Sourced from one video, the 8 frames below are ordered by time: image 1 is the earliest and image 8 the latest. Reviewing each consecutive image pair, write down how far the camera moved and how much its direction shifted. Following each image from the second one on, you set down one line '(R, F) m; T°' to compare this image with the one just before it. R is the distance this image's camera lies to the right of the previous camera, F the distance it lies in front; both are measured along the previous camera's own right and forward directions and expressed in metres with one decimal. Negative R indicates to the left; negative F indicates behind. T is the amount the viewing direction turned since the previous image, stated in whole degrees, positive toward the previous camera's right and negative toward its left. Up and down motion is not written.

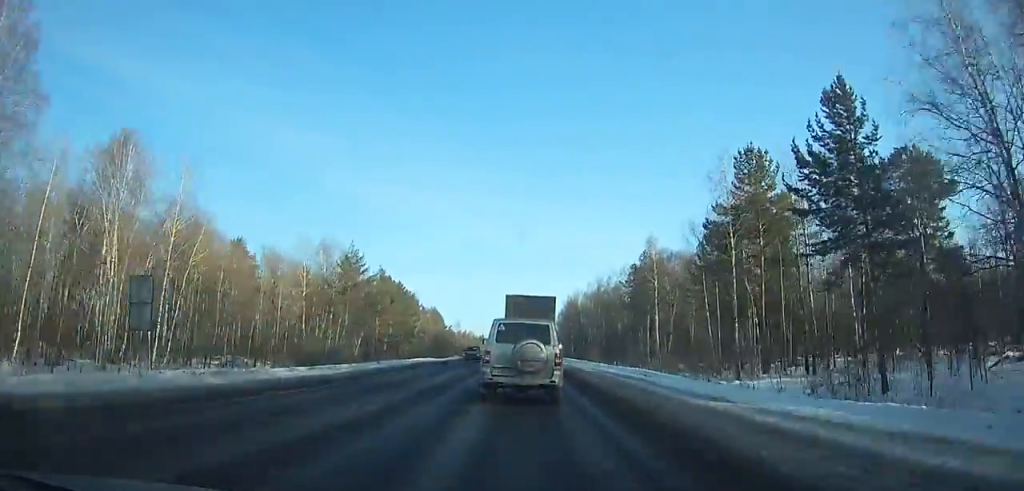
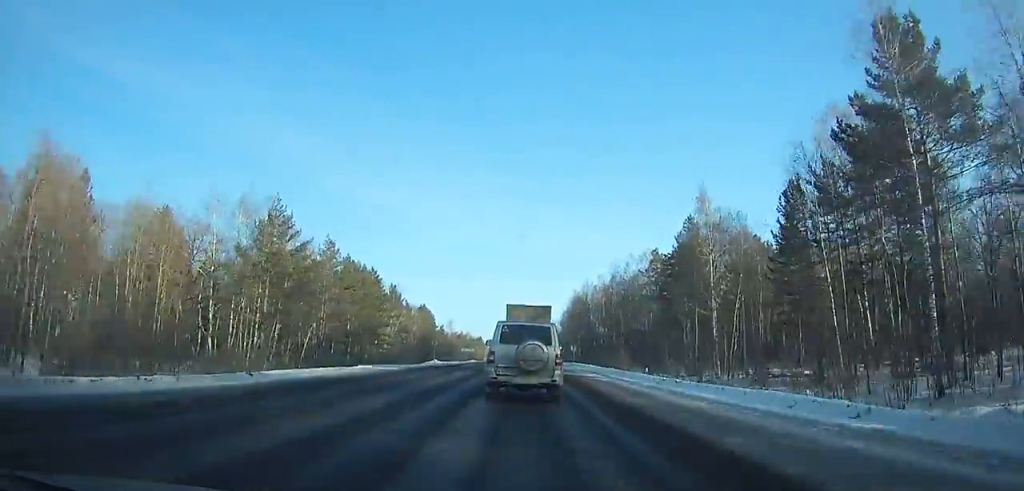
(+0.1, +23.3) m; 0°
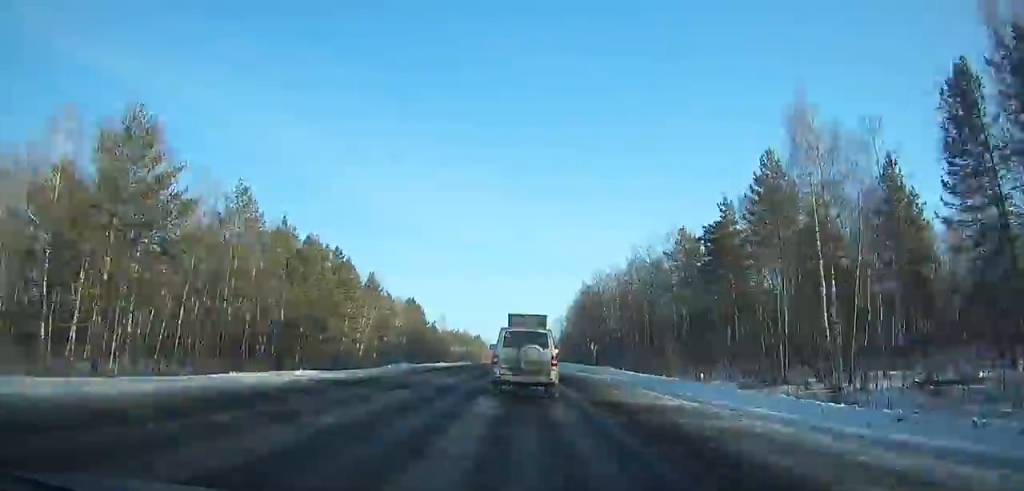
(0.0, +22.0) m; +1°
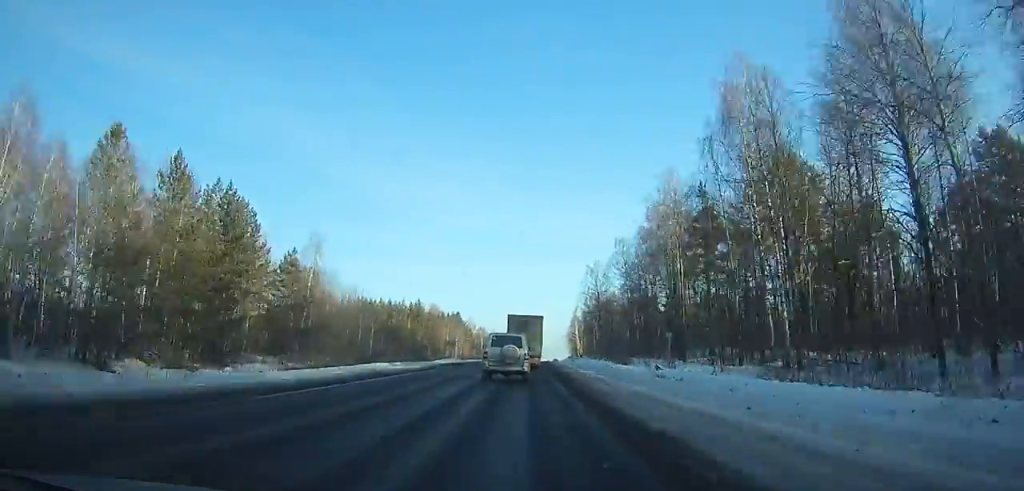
(-1.2, +106.2) m; -2°
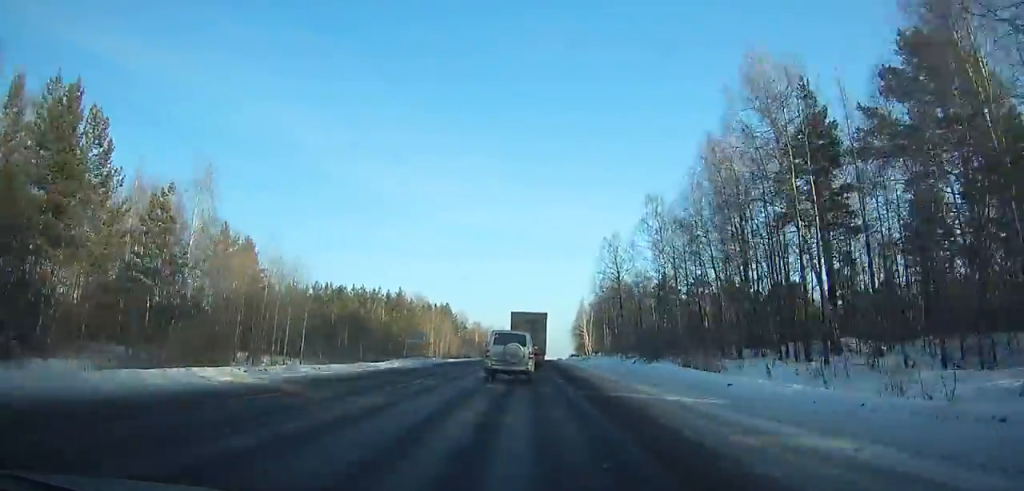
(+0.5, +24.6) m; +1°
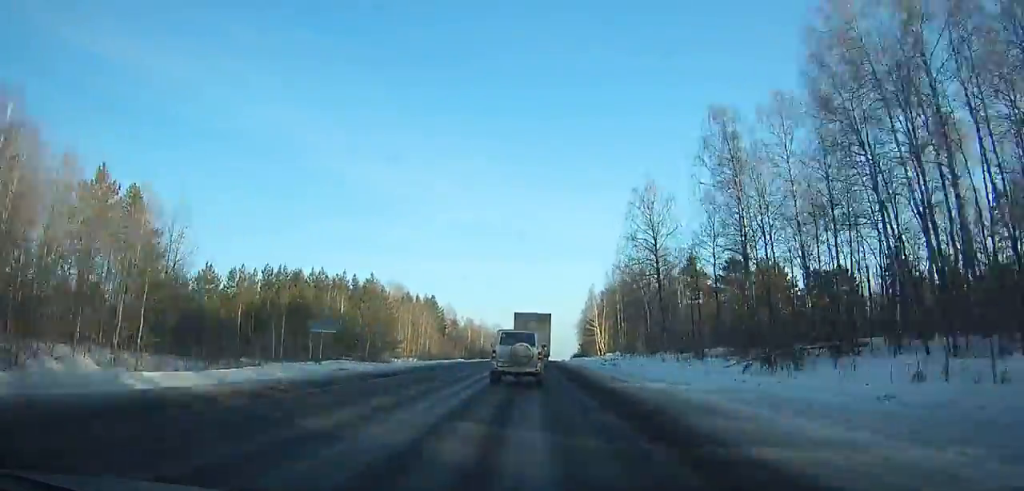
(+0.2, +24.6) m; +1°
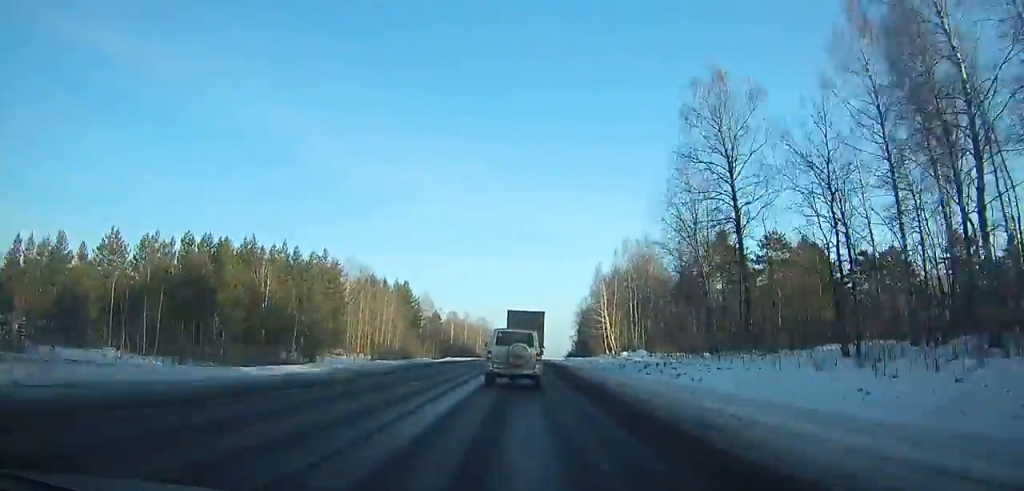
(+0.3, +24.7) m; +1°
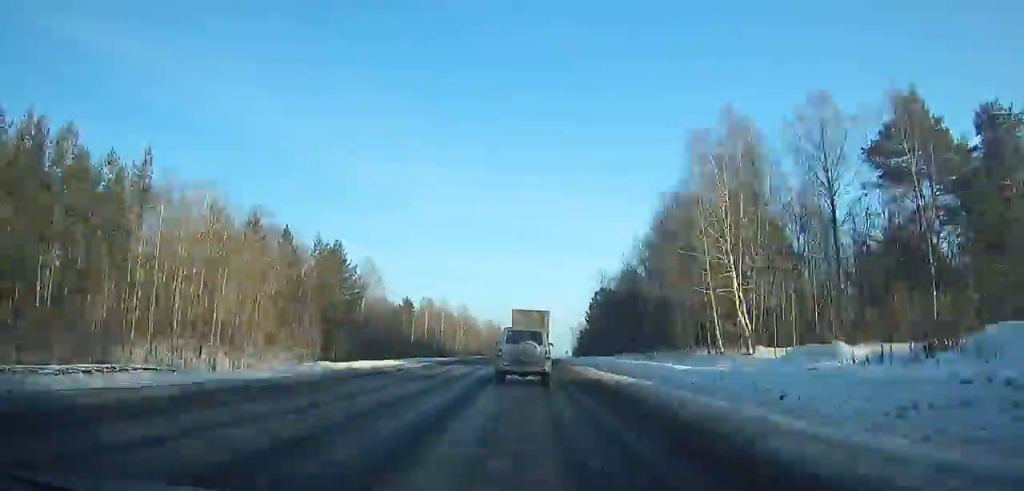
(+0.4, +51.0) m; +1°
